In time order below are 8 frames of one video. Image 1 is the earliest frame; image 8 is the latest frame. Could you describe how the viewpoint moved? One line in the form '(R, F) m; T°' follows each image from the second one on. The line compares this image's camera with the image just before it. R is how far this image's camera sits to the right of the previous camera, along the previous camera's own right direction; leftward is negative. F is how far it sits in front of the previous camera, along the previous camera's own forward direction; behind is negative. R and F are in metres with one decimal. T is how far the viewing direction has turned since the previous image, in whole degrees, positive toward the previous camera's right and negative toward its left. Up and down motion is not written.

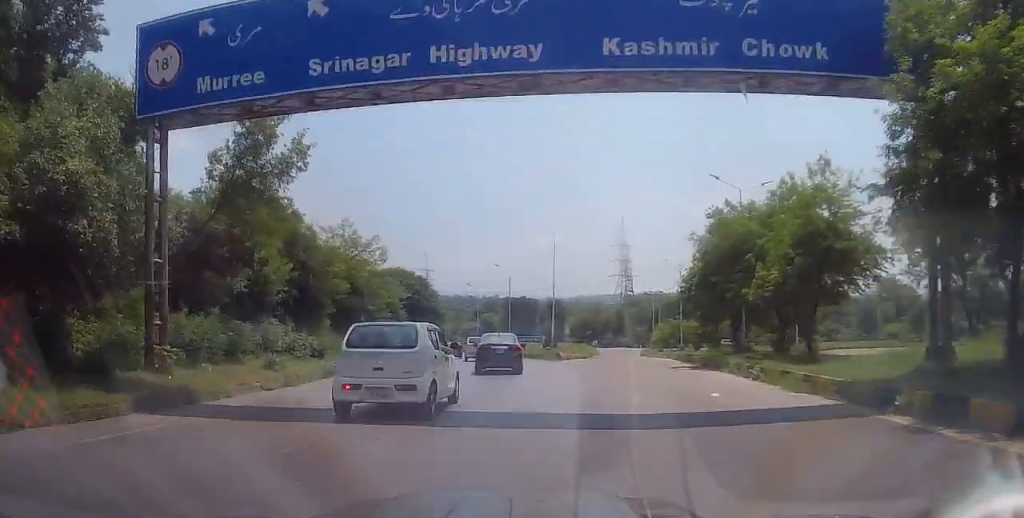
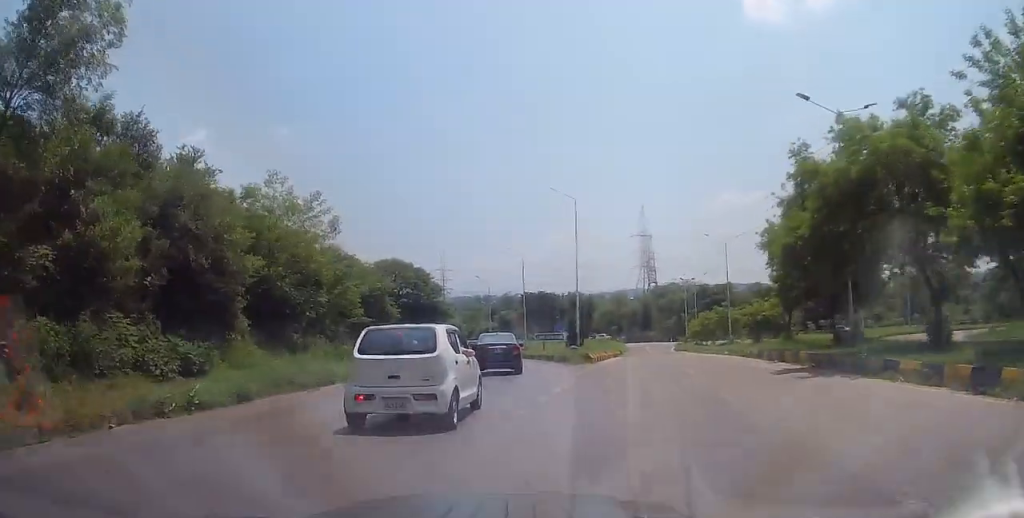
(-0.2, +10.4) m; -1°
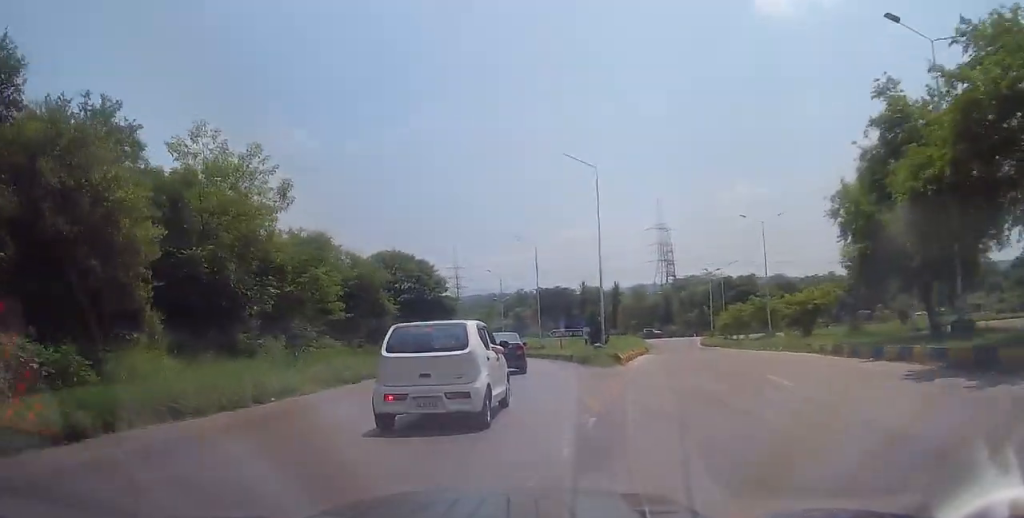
(+0.1, +5.9) m; 0°
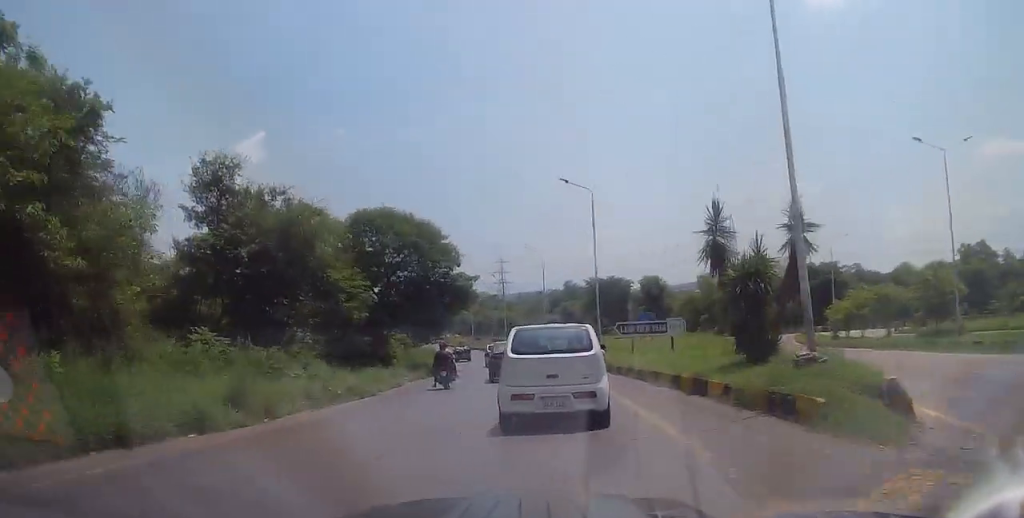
(-0.3, +18.3) m; -3°
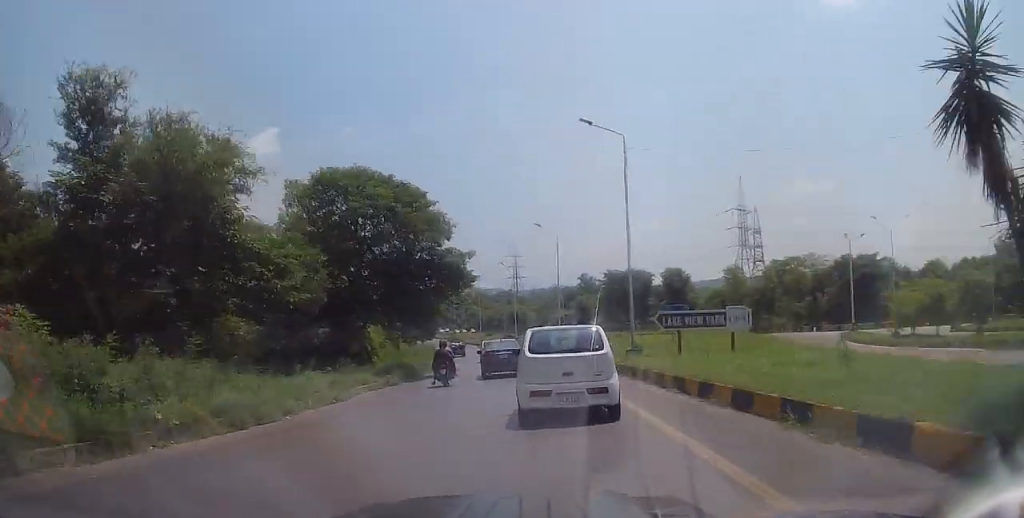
(-0.1, +8.6) m; -2°
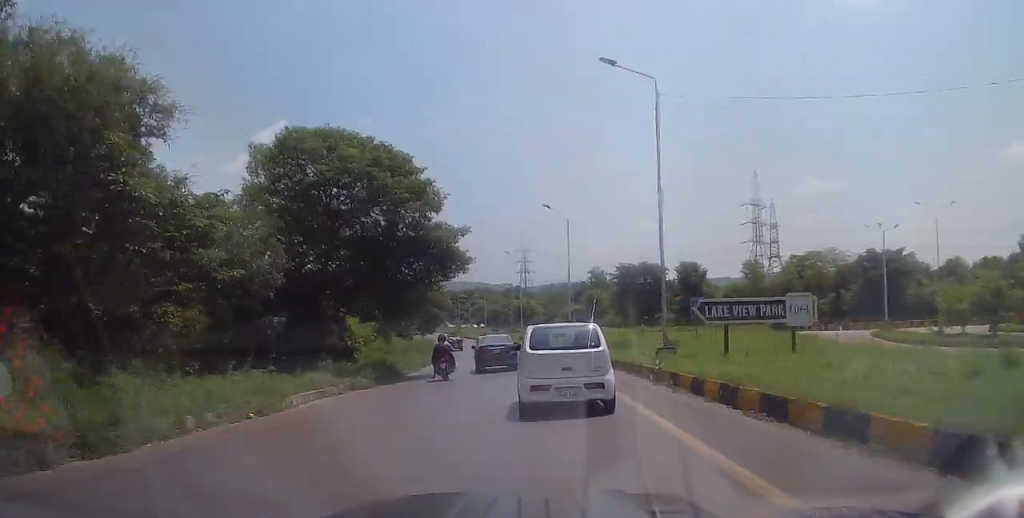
(-0.1, +5.3) m; -2°
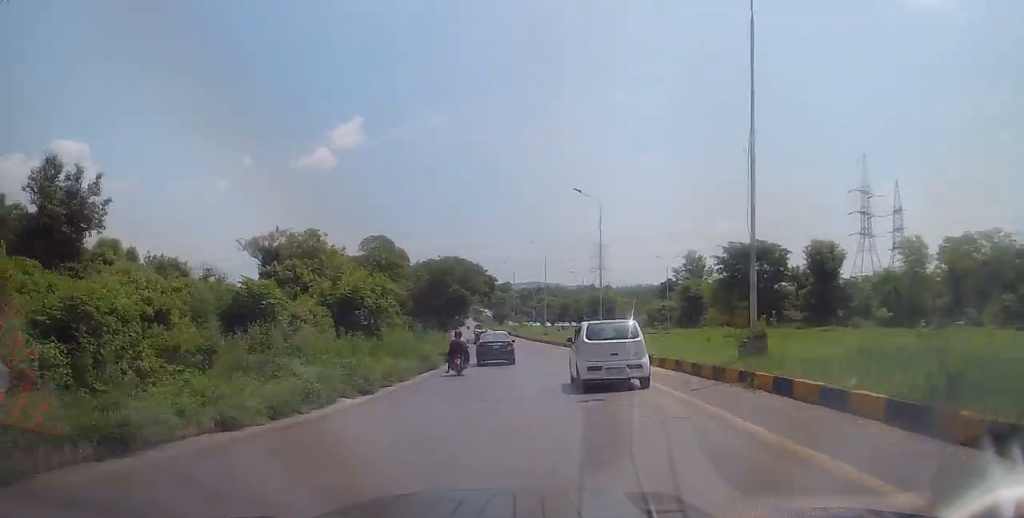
(-2.6, +28.6) m; -7°
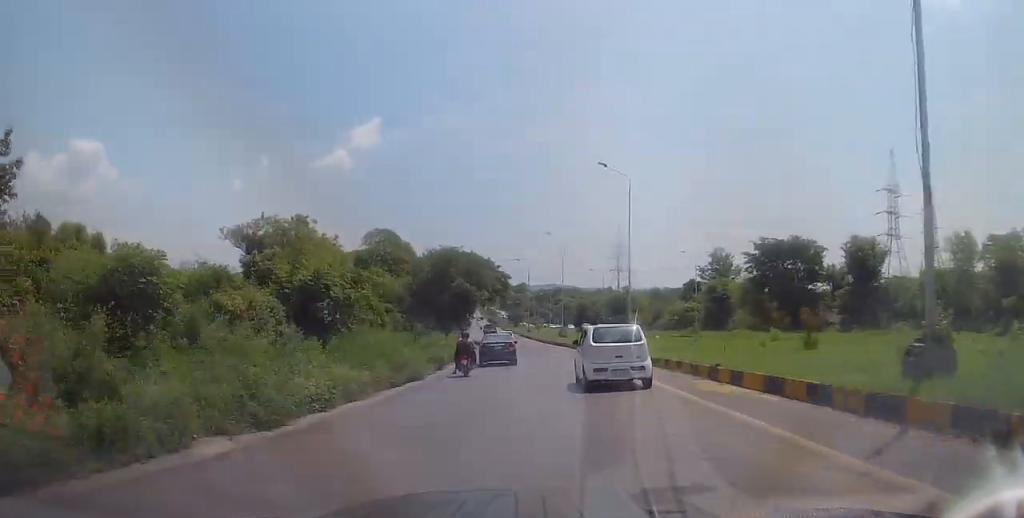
(+0.1, +6.6) m; 0°
